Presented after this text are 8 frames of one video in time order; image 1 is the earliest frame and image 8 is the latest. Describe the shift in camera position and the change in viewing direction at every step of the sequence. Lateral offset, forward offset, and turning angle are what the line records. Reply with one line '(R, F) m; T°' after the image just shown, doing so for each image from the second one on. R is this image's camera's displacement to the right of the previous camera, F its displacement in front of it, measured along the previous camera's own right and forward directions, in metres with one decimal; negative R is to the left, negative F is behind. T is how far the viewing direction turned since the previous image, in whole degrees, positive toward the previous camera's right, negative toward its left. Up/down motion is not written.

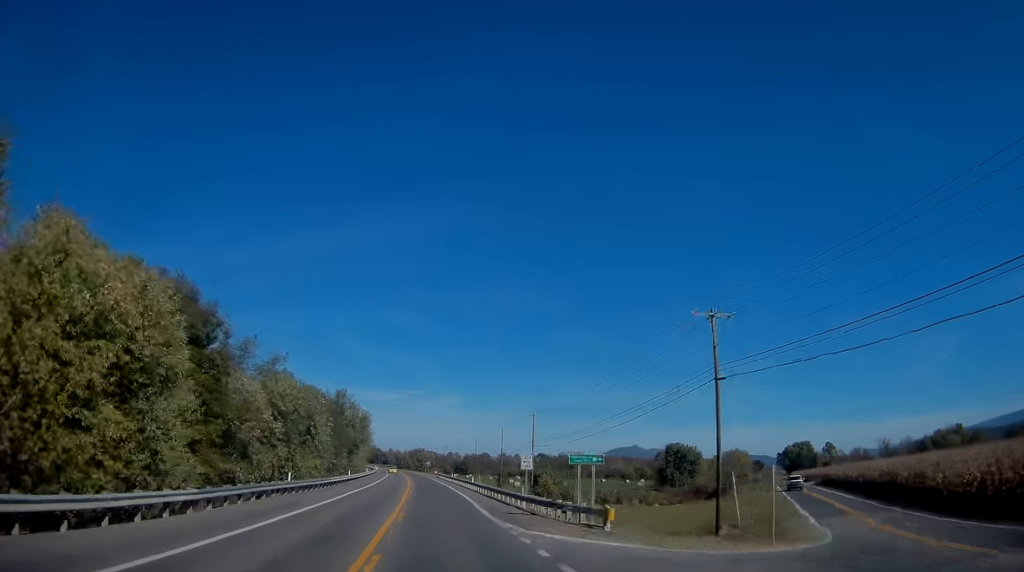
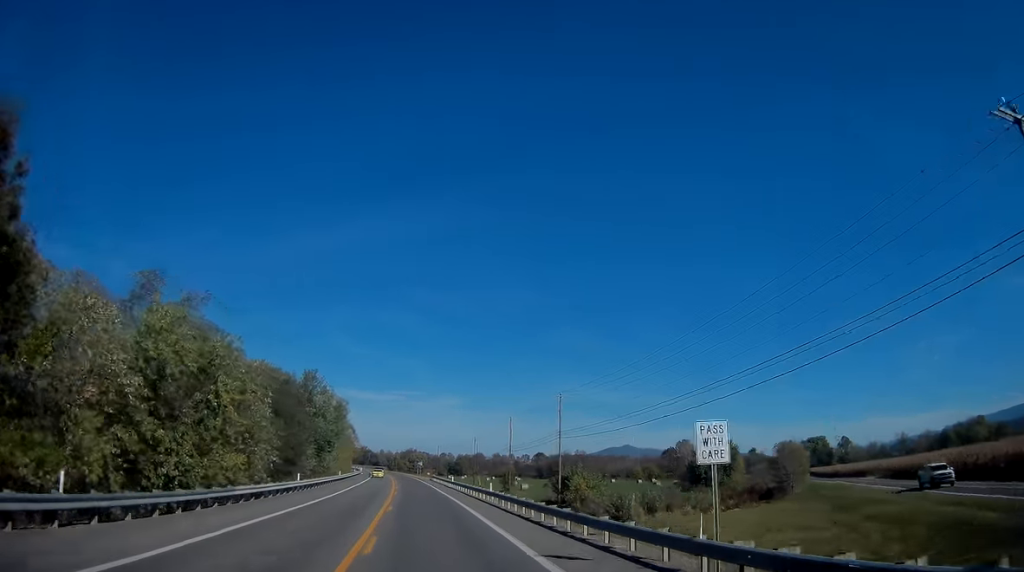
(-0.3, +22.0) m; -1°
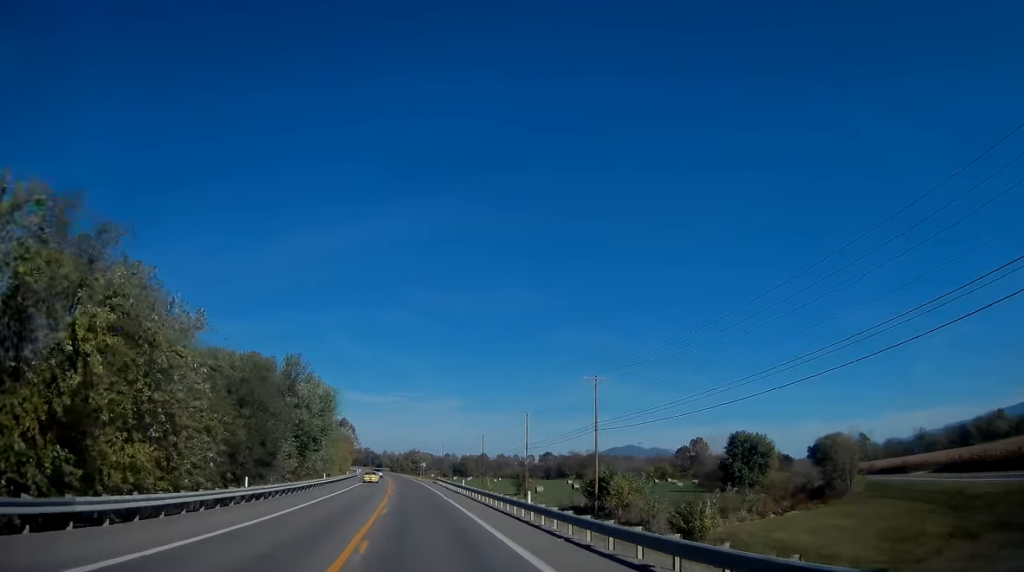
(-0.1, +12.7) m; 0°
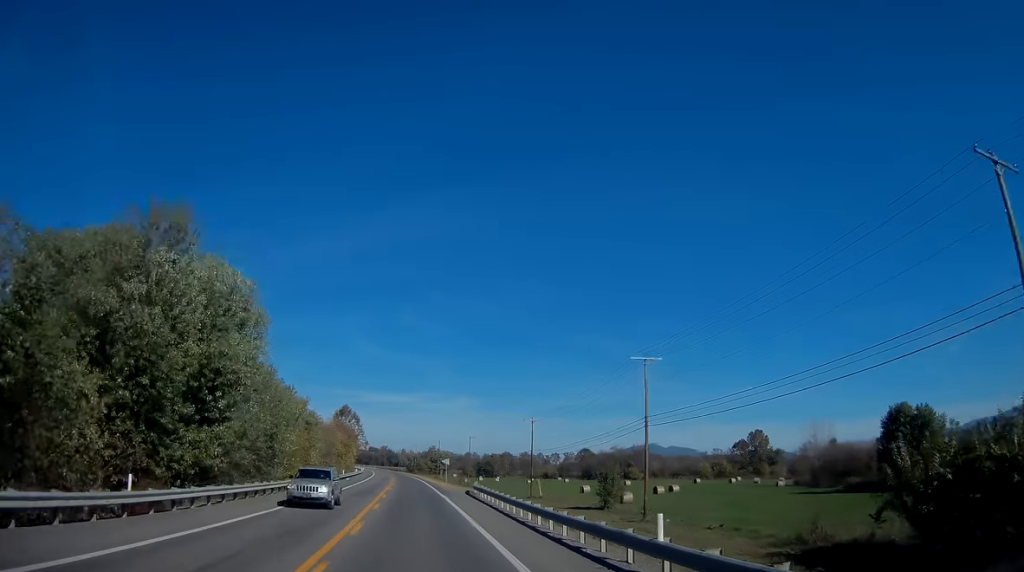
(+0.1, +40.6) m; 0°
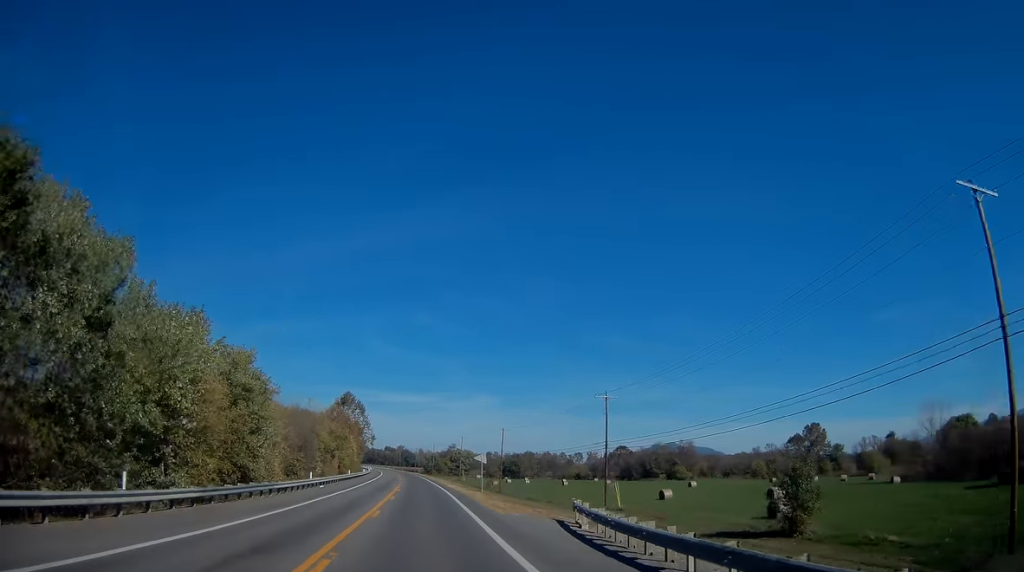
(-0.5, +30.4) m; -3°
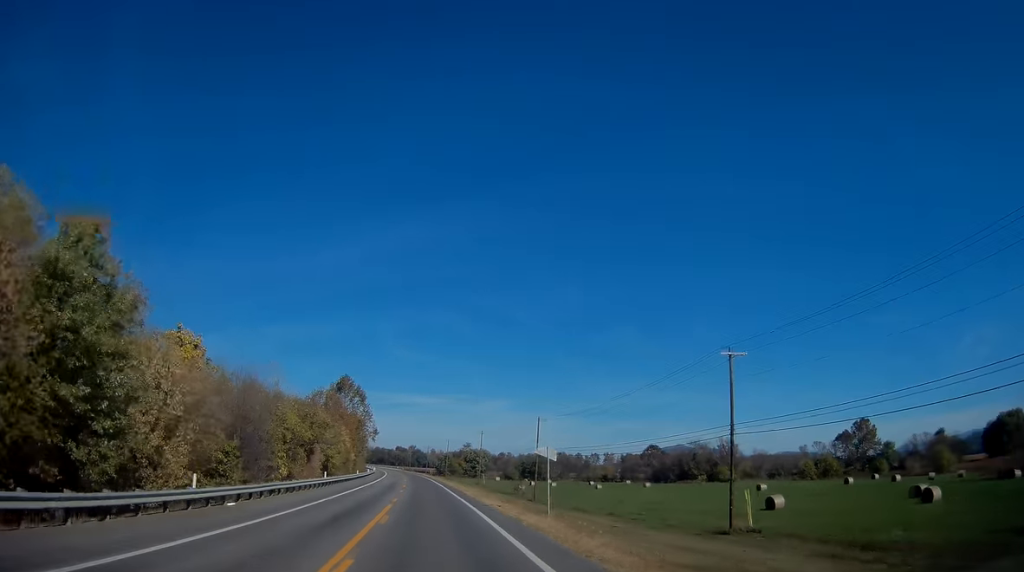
(-0.6, +24.5) m; -1°
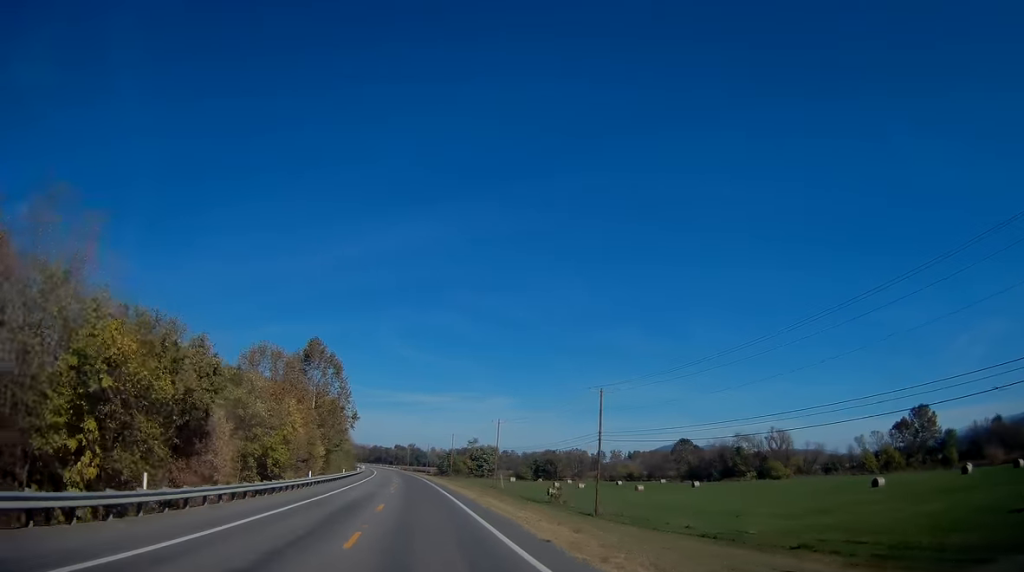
(+0.2, +32.1) m; 0°
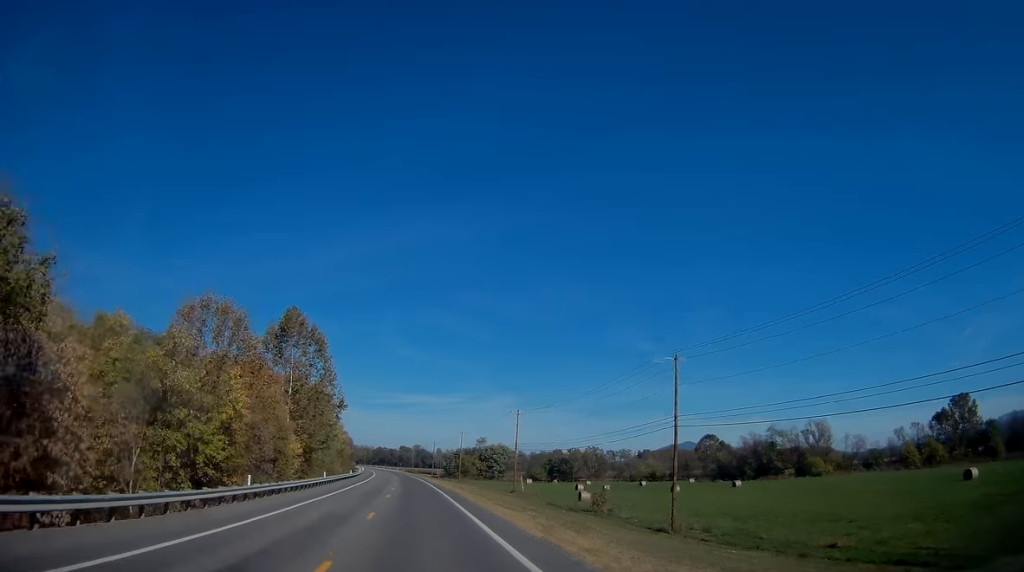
(+0.3, +16.9) m; -1°
